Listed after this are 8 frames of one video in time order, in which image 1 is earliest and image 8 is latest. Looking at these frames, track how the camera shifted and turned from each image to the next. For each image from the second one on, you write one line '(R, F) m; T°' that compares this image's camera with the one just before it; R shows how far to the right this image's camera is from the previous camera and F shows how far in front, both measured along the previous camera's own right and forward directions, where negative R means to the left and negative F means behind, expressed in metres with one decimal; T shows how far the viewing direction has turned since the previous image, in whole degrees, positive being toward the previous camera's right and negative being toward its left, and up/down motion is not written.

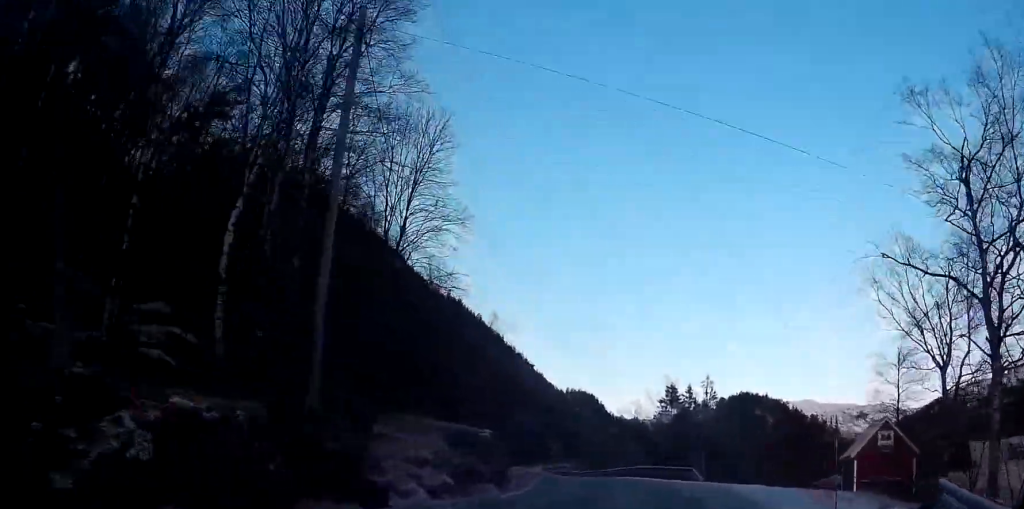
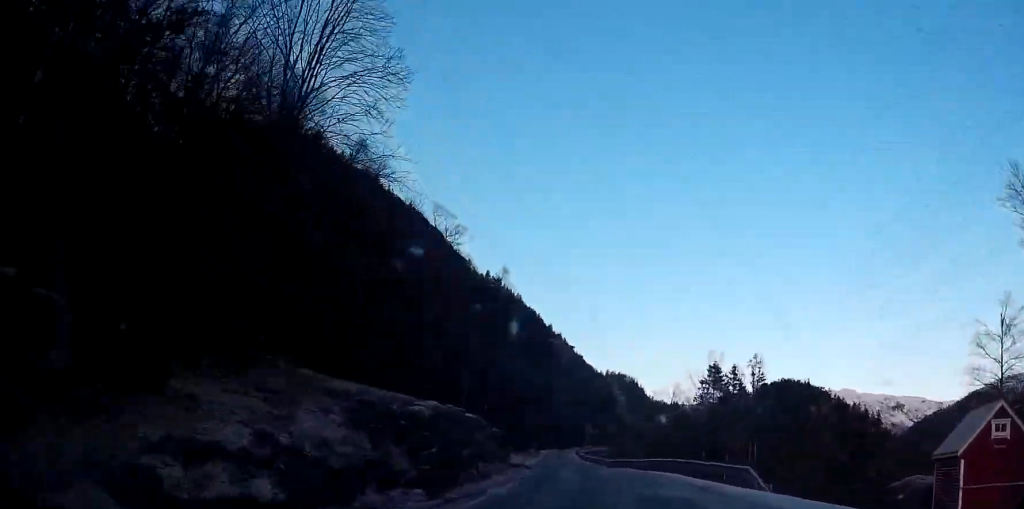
(-0.5, +11.3) m; -4°
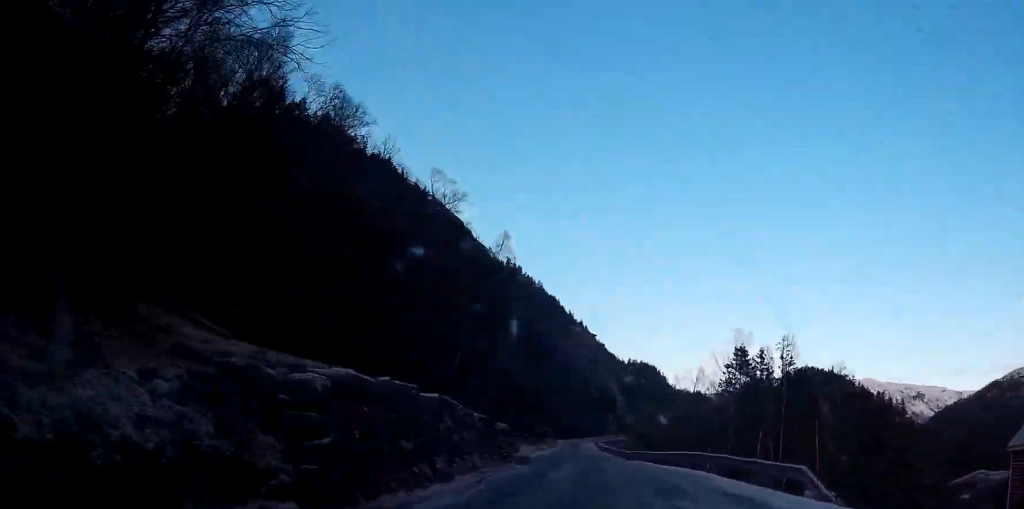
(-0.1, +6.5) m; -2°
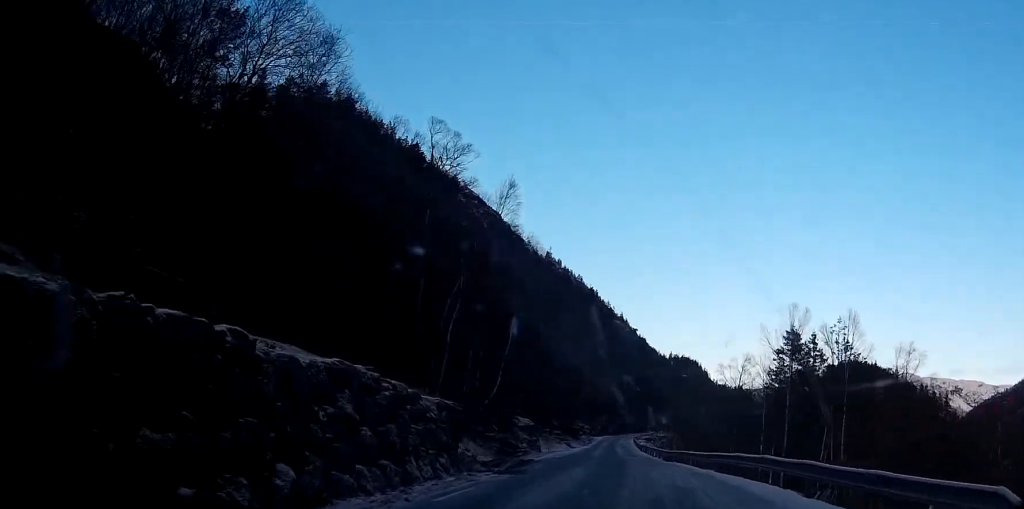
(-0.2, +9.2) m; -1°
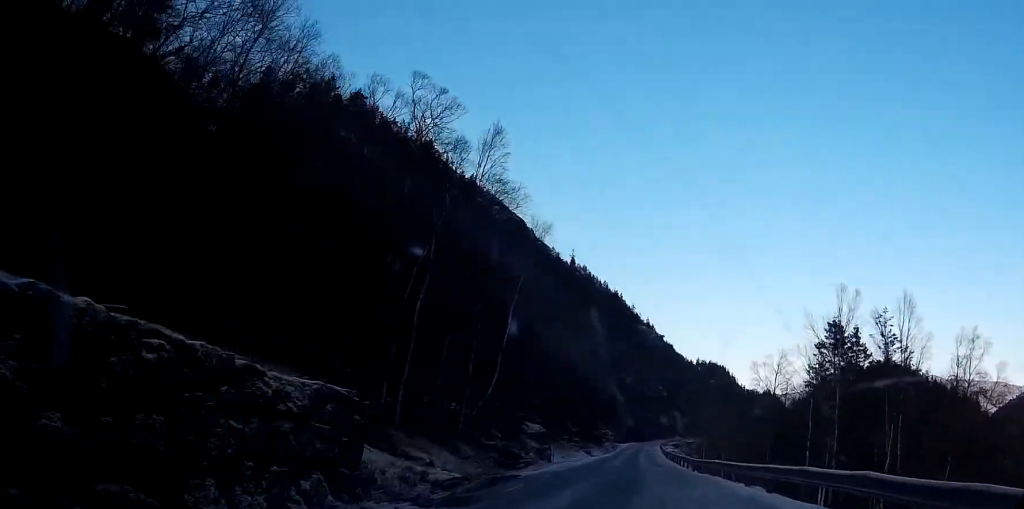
(0.0, +8.1) m; -2°
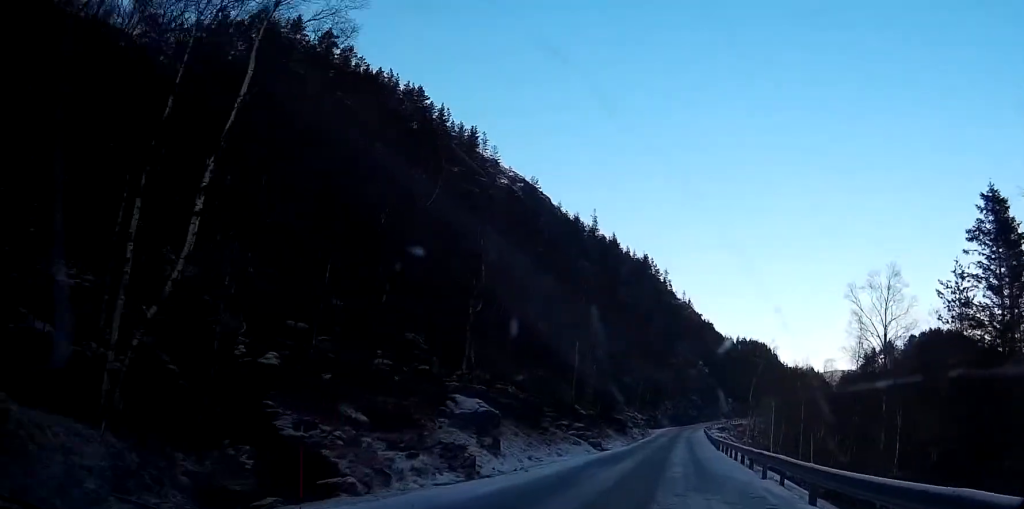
(-1.0, +28.5) m; -1°
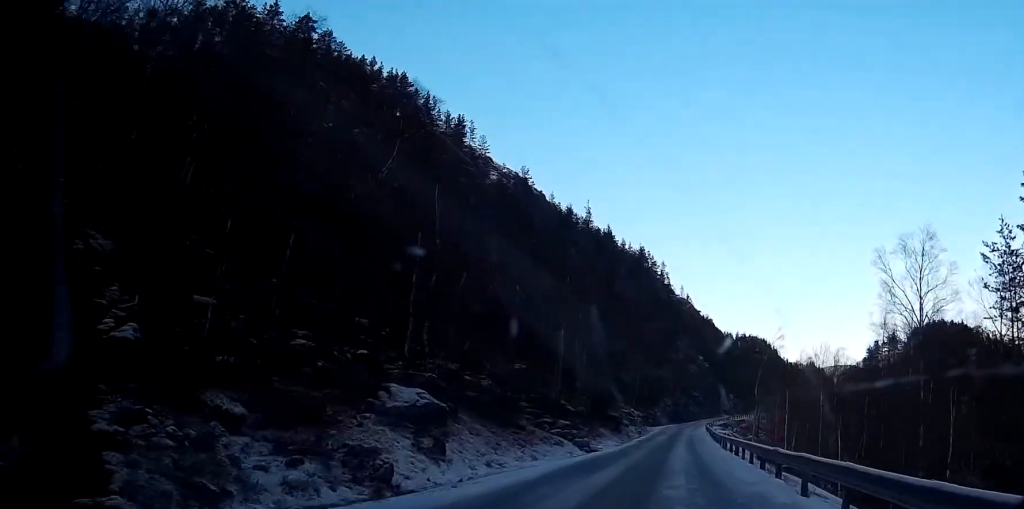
(+0.1, +7.4) m; +1°
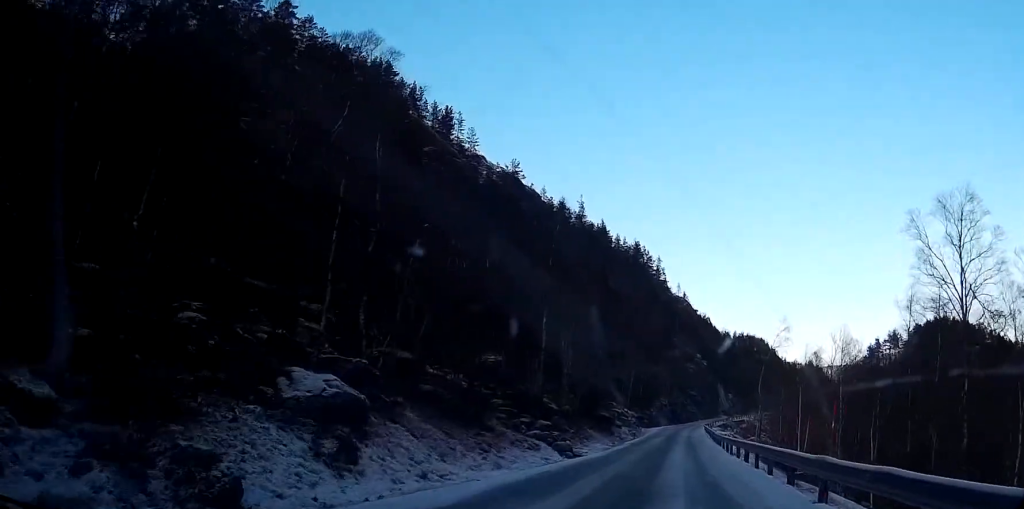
(+0.2, +6.7) m; +1°
